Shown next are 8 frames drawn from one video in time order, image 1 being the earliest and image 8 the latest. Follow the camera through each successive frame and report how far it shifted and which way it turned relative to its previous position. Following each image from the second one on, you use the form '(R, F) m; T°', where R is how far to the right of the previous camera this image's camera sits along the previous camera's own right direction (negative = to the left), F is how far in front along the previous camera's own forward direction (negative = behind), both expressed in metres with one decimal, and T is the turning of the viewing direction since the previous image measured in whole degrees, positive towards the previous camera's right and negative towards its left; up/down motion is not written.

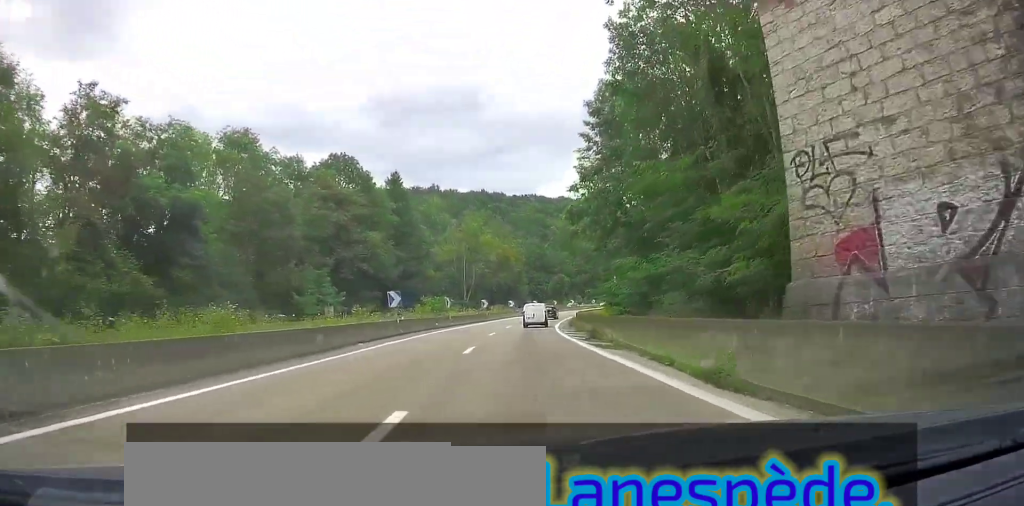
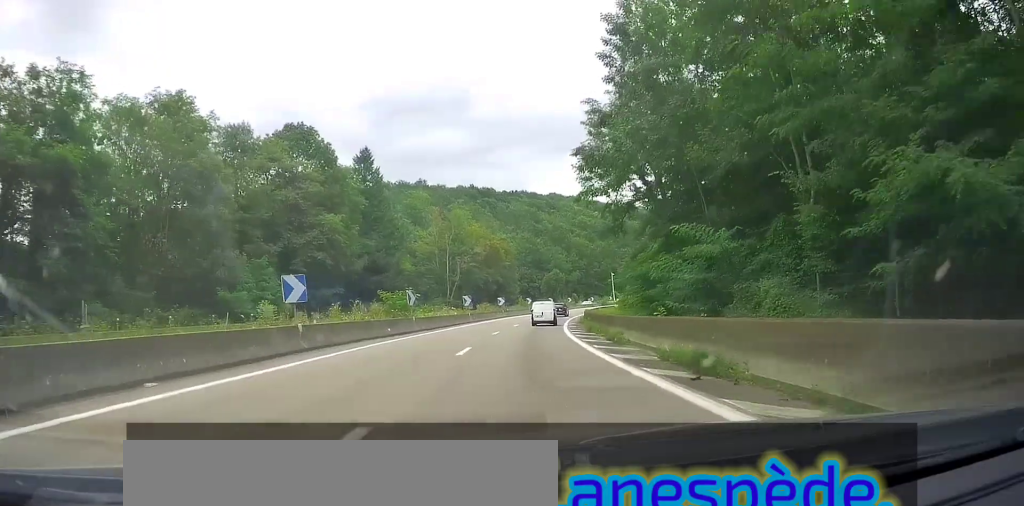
(0.0, +14.0) m; 0°
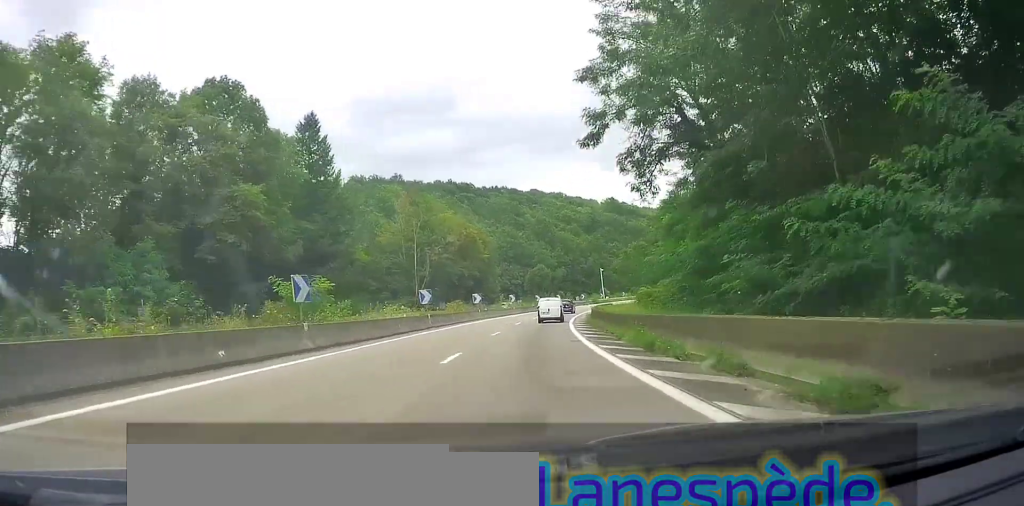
(0.0, +15.7) m; +1°
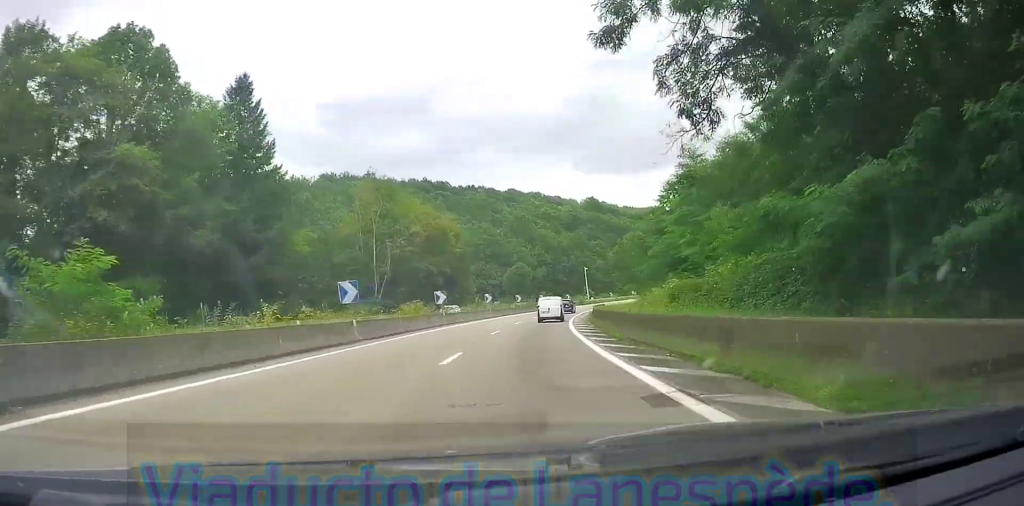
(+0.1, +13.1) m; +2°
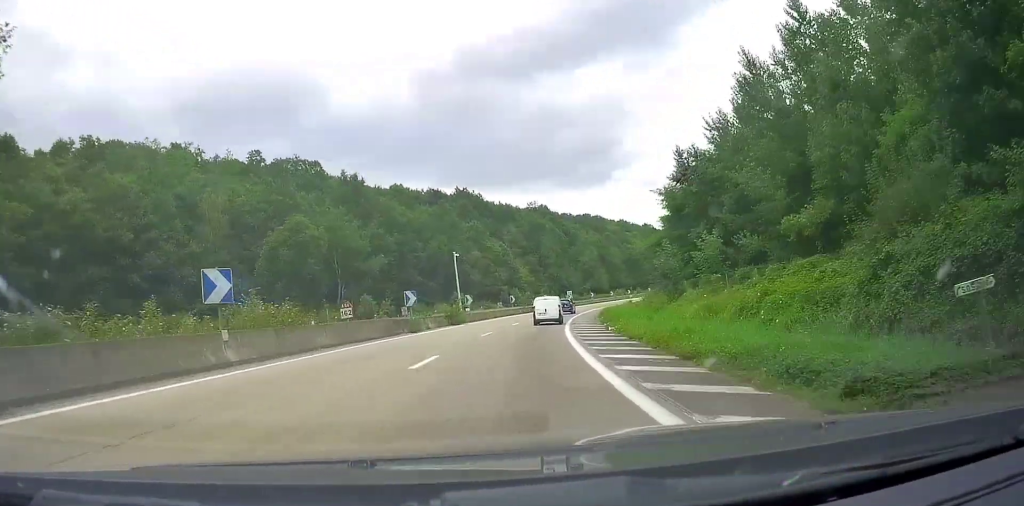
(+8.3, +76.5) m; +14°
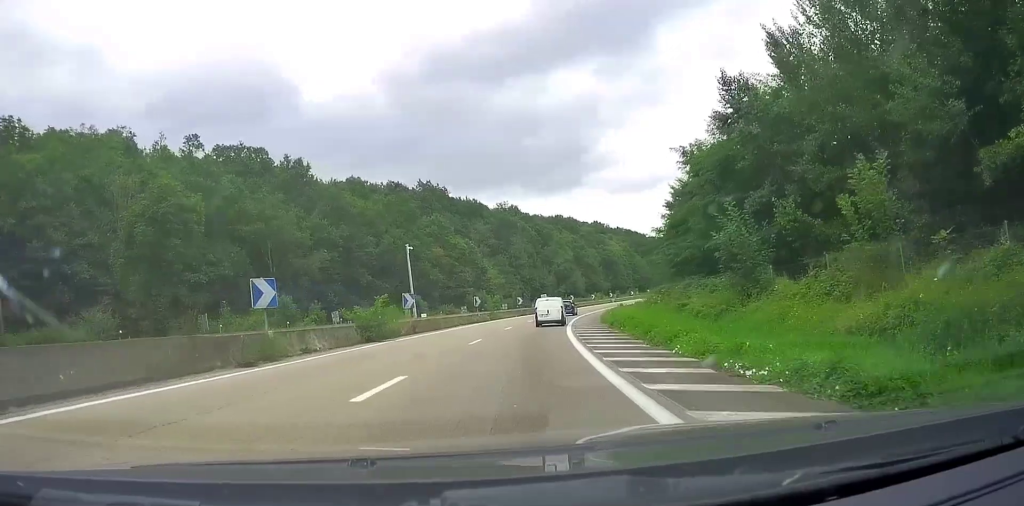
(+0.5, +17.1) m; +3°
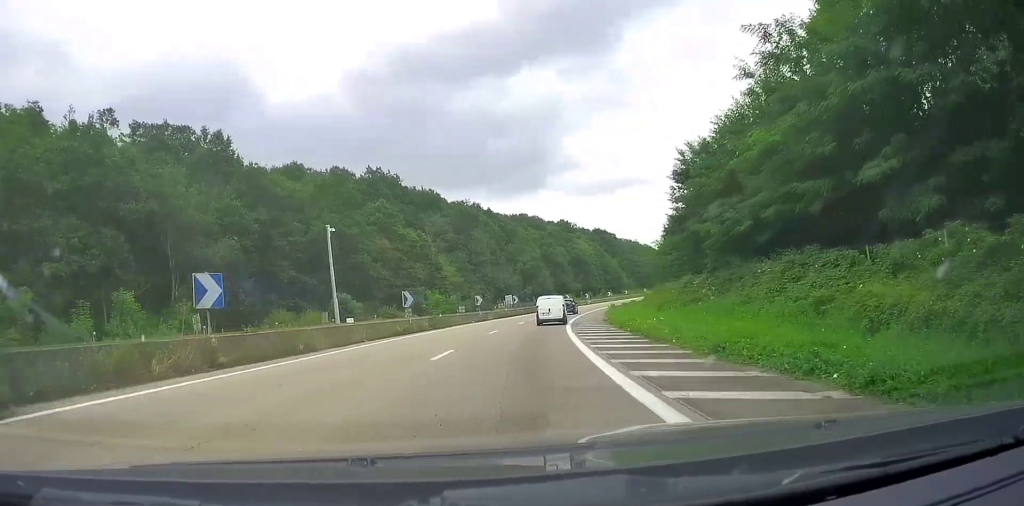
(+0.3, +19.7) m; +3°
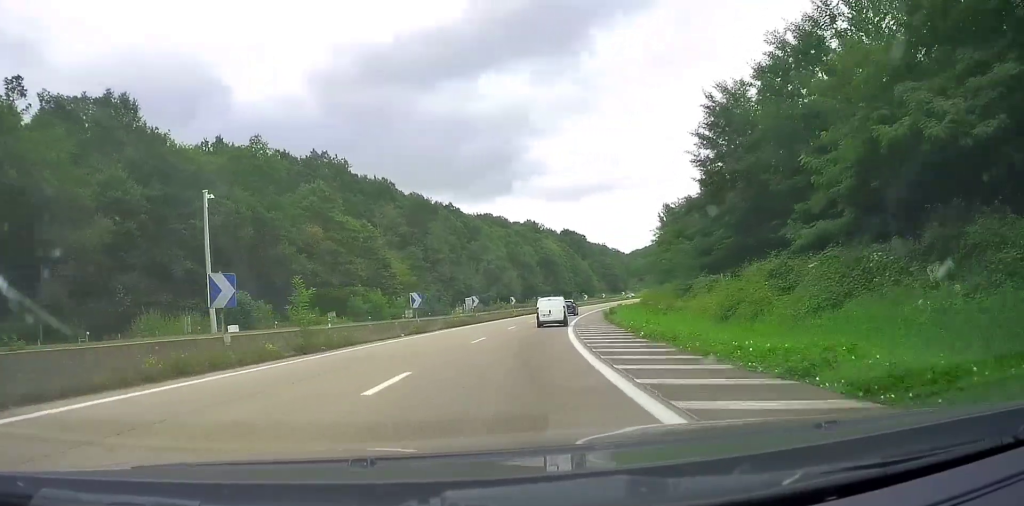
(+0.6, +18.4) m; +4°
